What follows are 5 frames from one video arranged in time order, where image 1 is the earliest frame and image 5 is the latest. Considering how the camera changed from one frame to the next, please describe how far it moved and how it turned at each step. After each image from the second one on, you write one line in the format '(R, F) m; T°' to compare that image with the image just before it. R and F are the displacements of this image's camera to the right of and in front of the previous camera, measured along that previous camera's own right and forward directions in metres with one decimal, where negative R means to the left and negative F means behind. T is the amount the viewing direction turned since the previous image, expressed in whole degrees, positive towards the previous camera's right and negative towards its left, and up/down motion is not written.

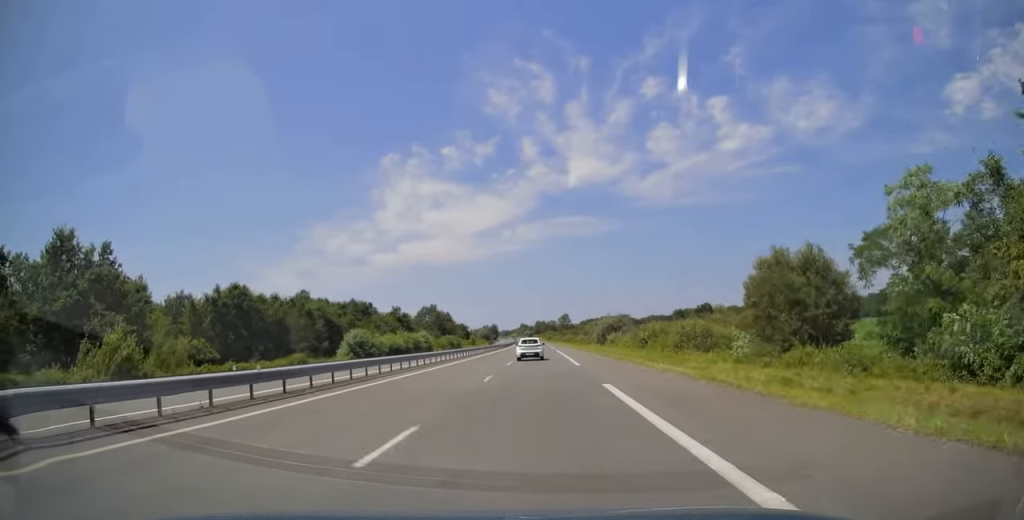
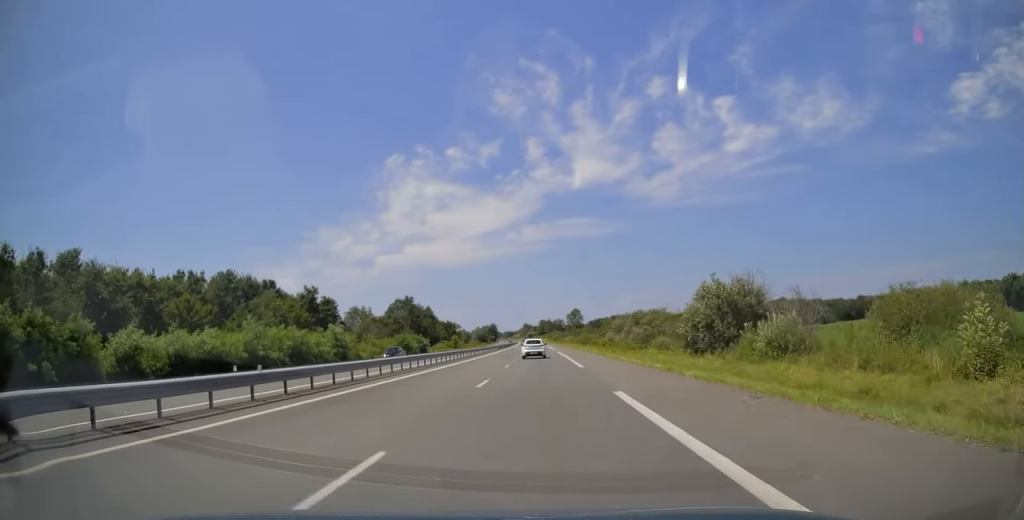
(-0.1, +55.7) m; -1°
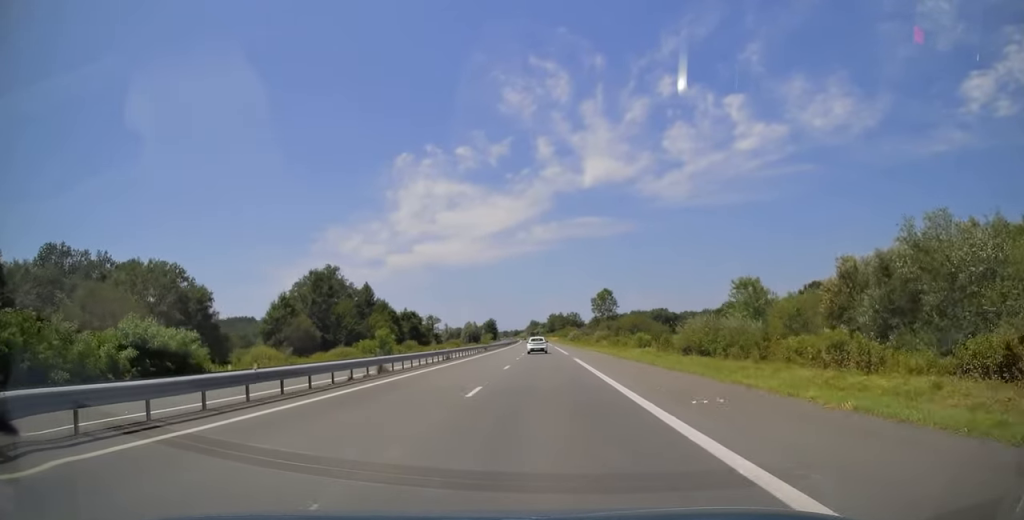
(-1.1, +84.1) m; -1°
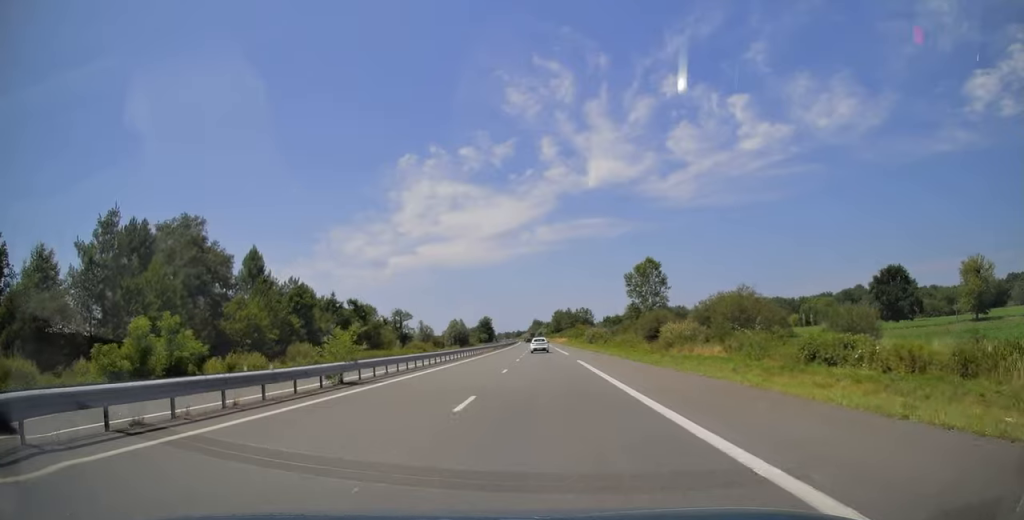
(0.0, +55.1) m; 0°
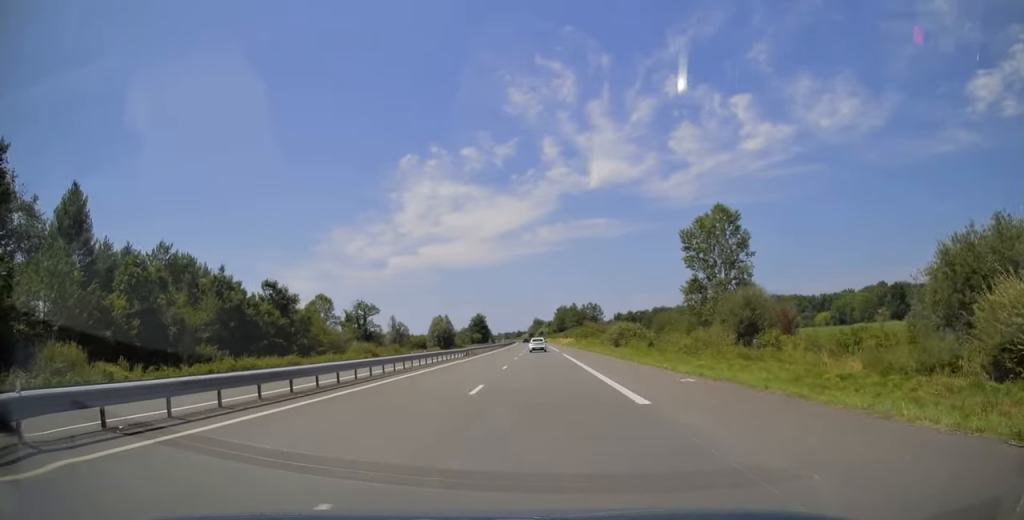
(-0.3, +35.8) m; 0°
